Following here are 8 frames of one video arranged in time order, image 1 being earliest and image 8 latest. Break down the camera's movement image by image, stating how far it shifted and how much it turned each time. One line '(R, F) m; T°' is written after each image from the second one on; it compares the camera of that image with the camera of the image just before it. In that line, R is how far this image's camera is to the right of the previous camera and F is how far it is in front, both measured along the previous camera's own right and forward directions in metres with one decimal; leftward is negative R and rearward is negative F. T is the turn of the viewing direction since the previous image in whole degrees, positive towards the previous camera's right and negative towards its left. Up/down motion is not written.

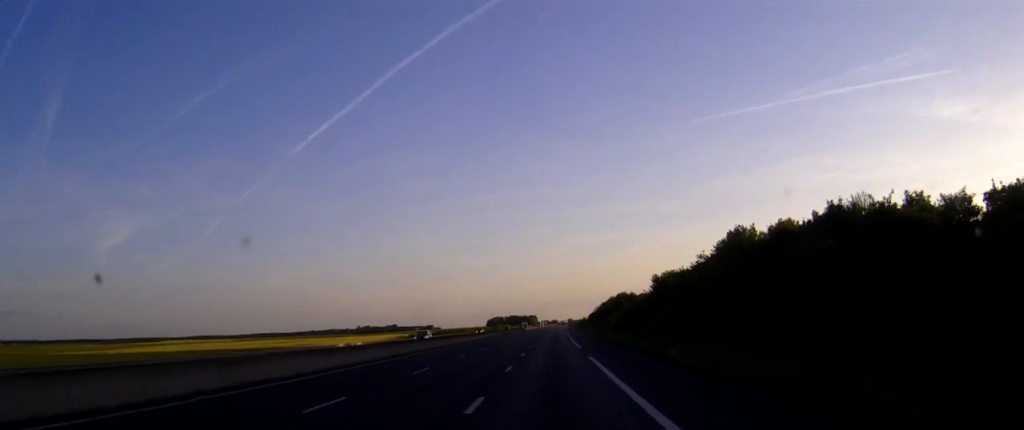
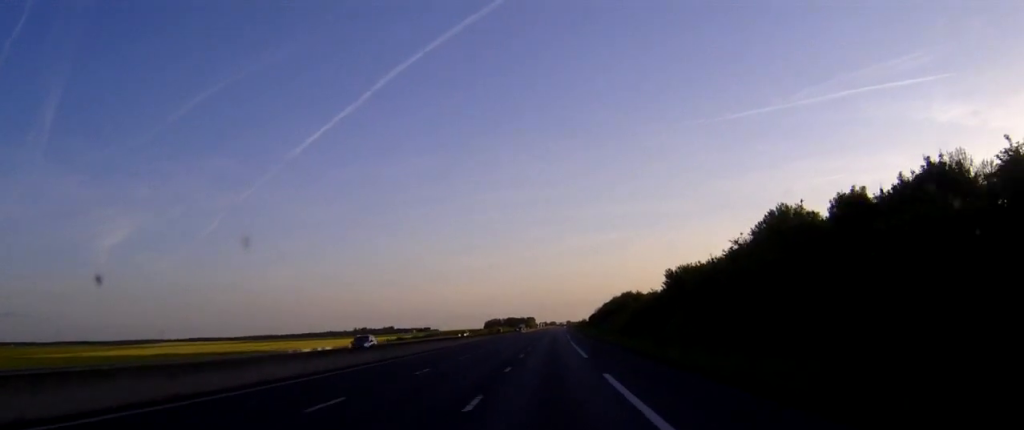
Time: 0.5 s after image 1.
(0.0, +12.6) m; 0°
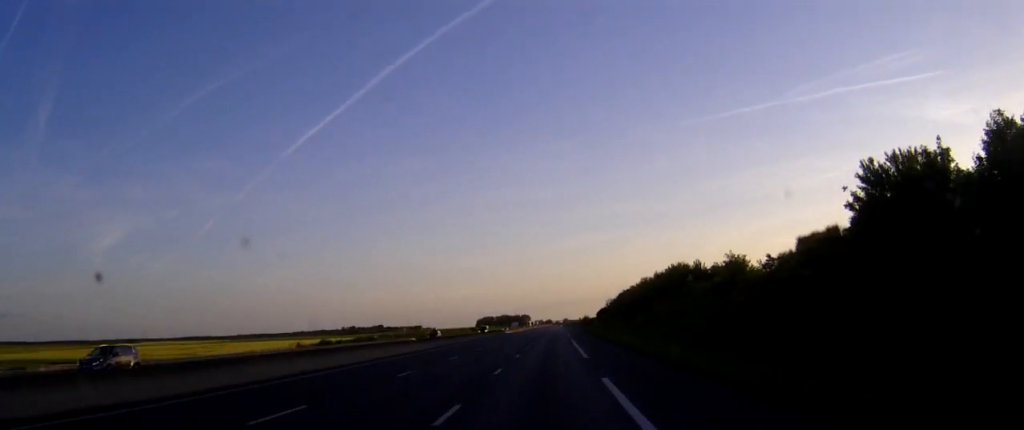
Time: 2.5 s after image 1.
(+0.4, +55.1) m; +1°
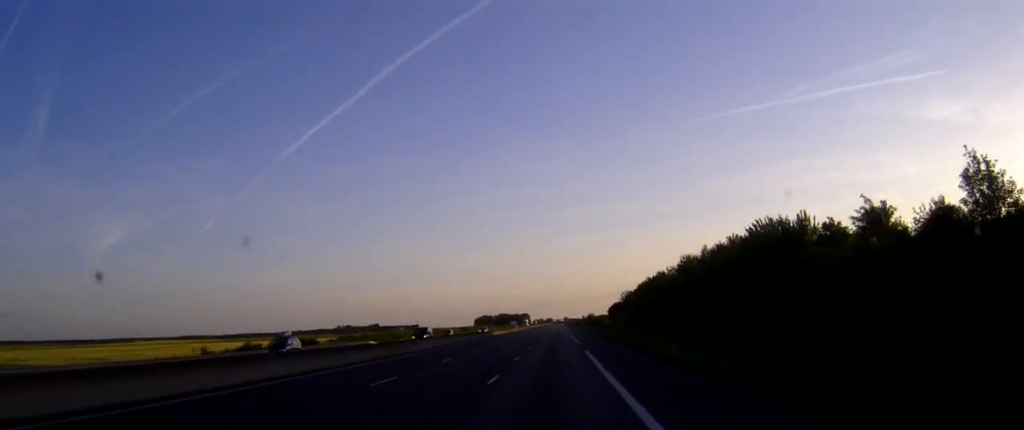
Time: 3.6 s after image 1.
(0.0, +30.7) m; 0°
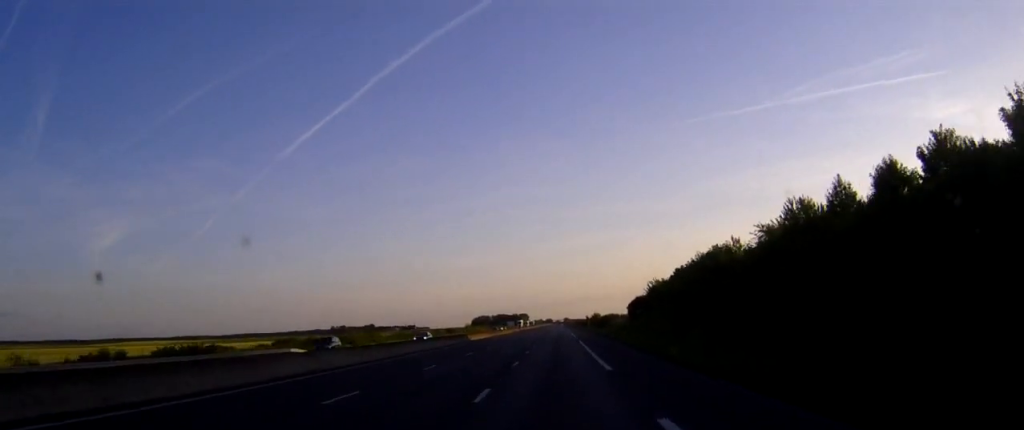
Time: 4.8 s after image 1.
(0.0, +31.6) m; 0°
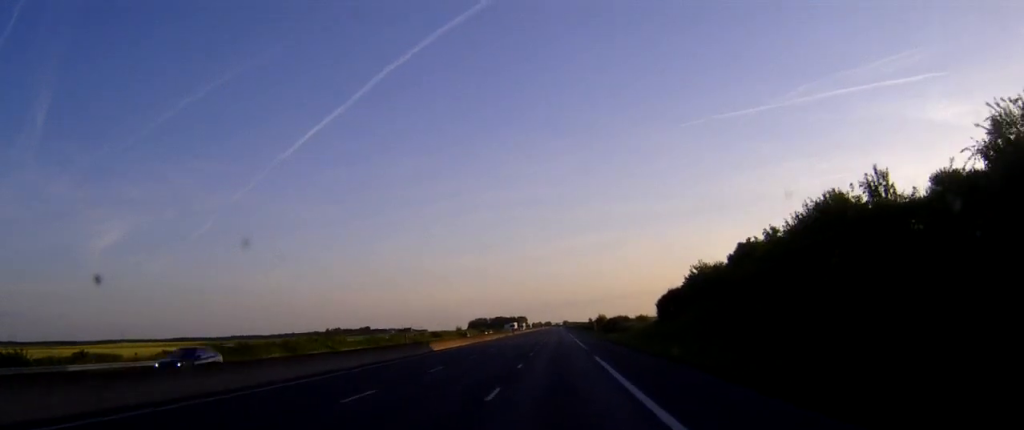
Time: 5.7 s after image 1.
(0.0, +25.3) m; 0°
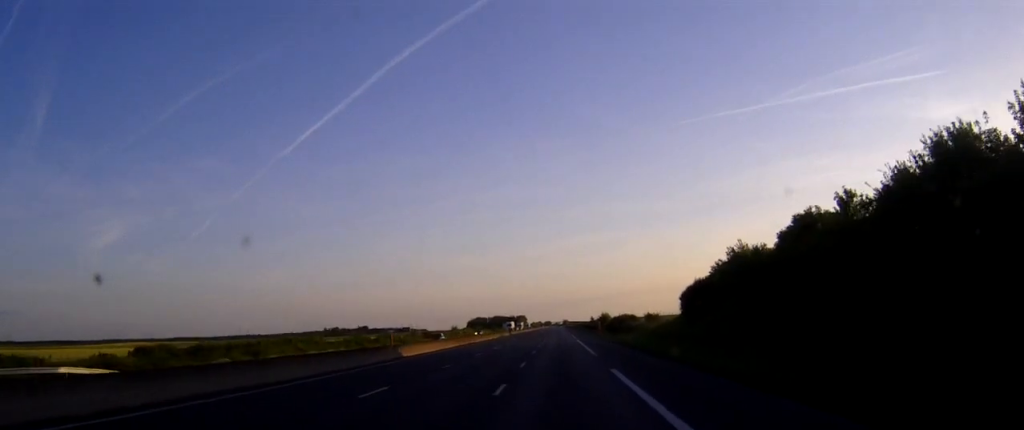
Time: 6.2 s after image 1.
(0.0, +11.8) m; 0°
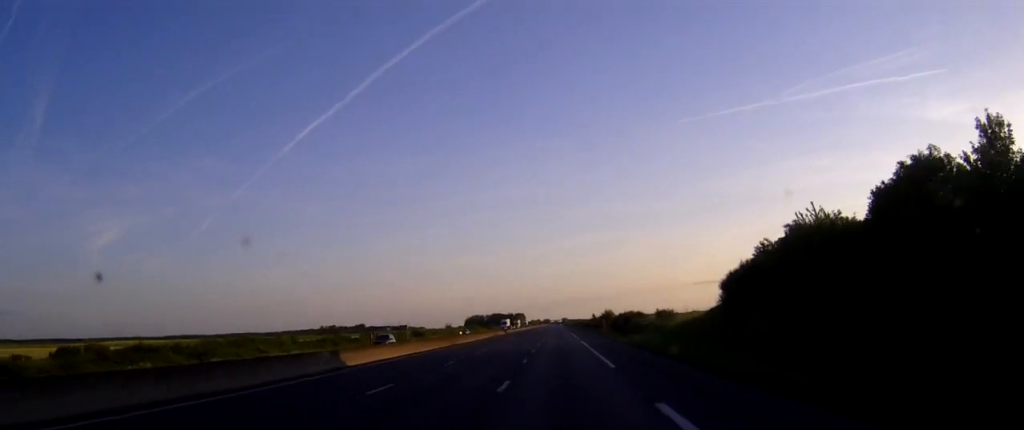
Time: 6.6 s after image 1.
(0.0, +12.7) m; 0°
